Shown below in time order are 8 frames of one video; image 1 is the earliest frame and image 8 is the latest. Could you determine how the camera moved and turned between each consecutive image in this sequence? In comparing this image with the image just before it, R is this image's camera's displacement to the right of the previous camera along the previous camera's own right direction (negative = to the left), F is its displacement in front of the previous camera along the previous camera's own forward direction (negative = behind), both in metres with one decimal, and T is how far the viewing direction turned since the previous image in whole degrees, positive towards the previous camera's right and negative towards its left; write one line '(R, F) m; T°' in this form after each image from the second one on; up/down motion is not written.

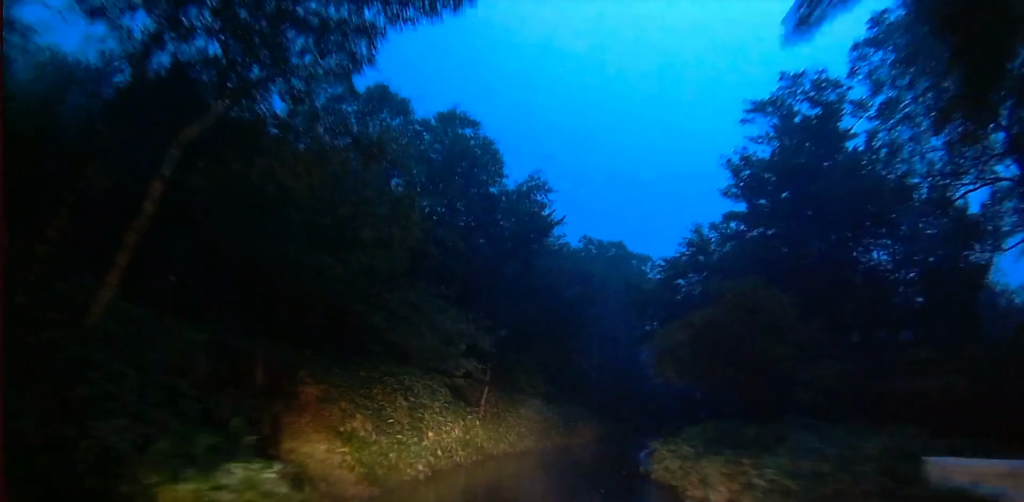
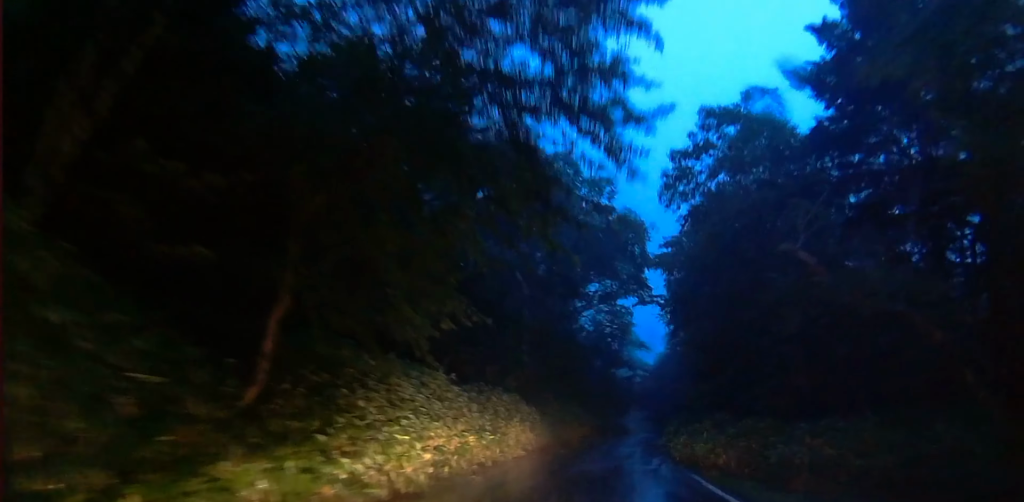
(+1.1, +16.9) m; +5°
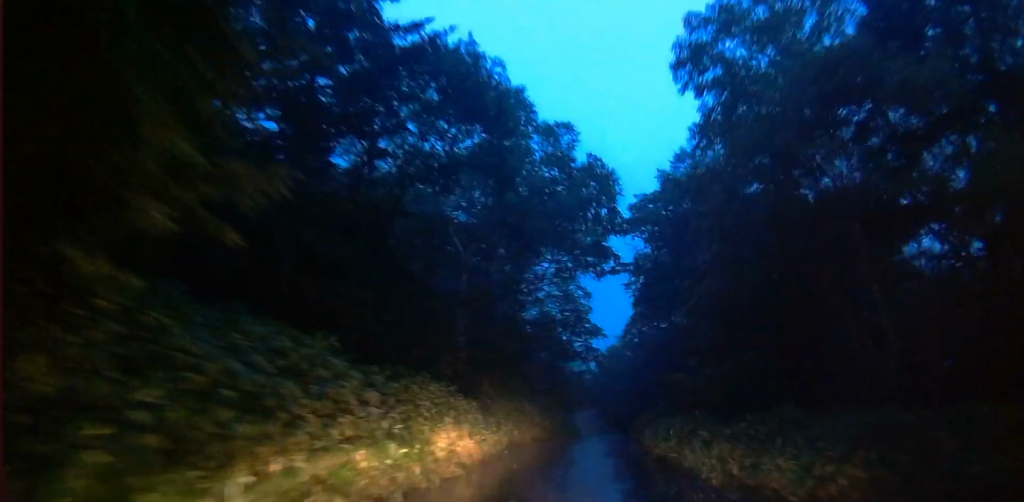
(0.0, +7.0) m; +4°
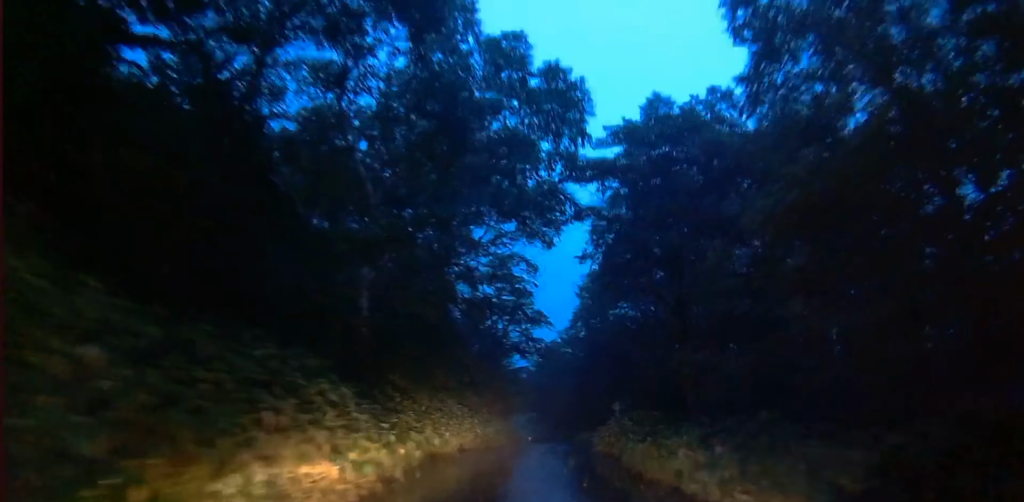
(+0.6, +7.8) m; +4°
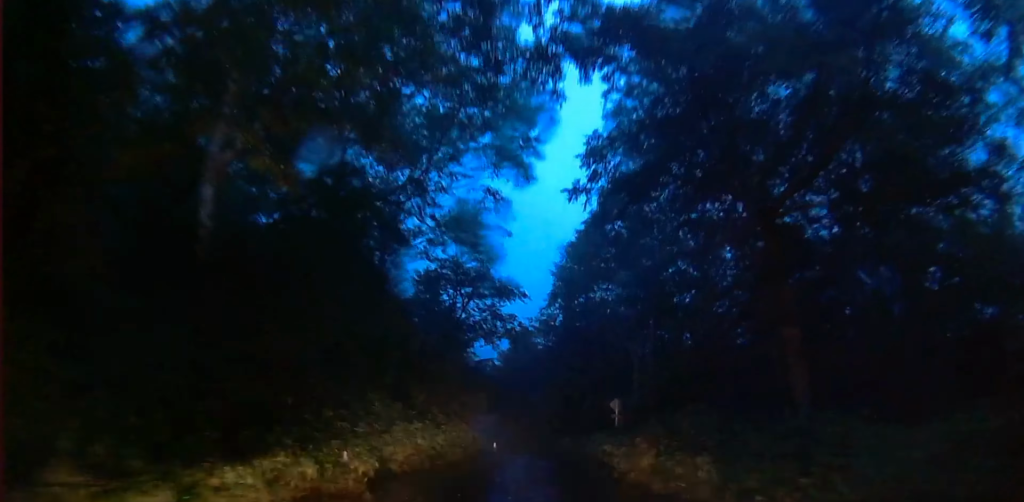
(+0.2, +9.9) m; +6°
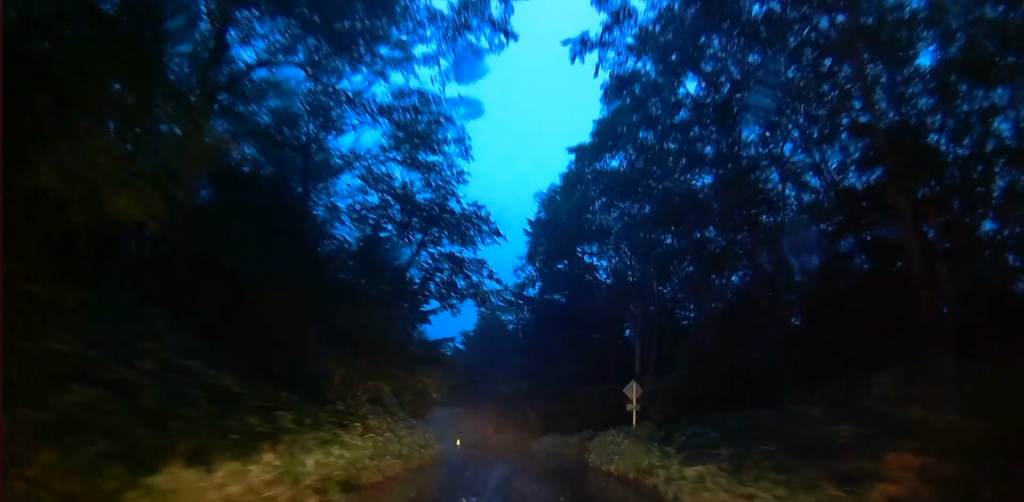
(+0.6, +8.9) m; +4°
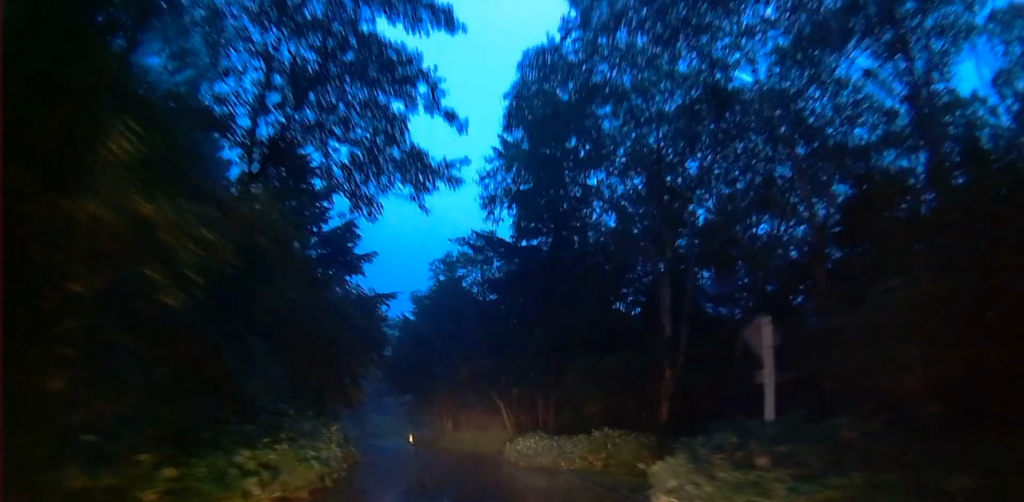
(+0.1, +10.9) m; -1°
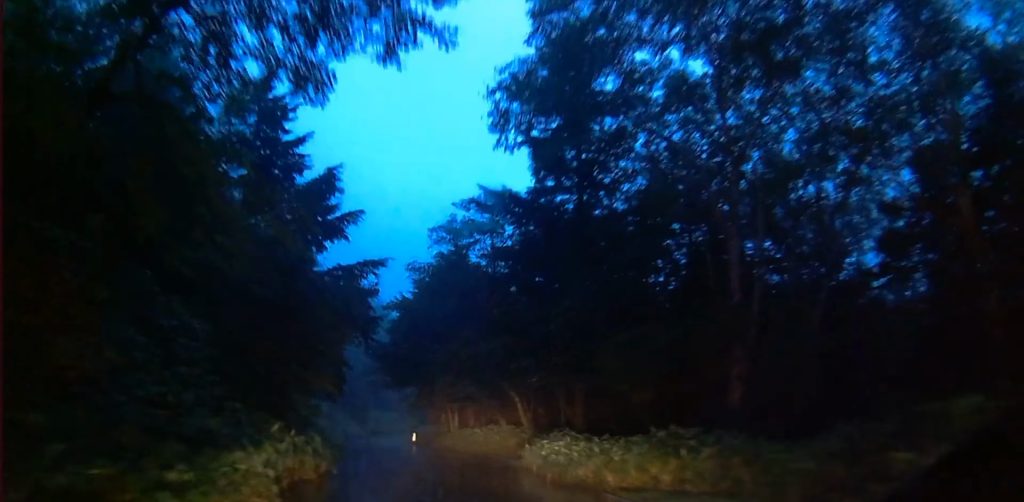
(-0.1, +5.6) m; 0°
